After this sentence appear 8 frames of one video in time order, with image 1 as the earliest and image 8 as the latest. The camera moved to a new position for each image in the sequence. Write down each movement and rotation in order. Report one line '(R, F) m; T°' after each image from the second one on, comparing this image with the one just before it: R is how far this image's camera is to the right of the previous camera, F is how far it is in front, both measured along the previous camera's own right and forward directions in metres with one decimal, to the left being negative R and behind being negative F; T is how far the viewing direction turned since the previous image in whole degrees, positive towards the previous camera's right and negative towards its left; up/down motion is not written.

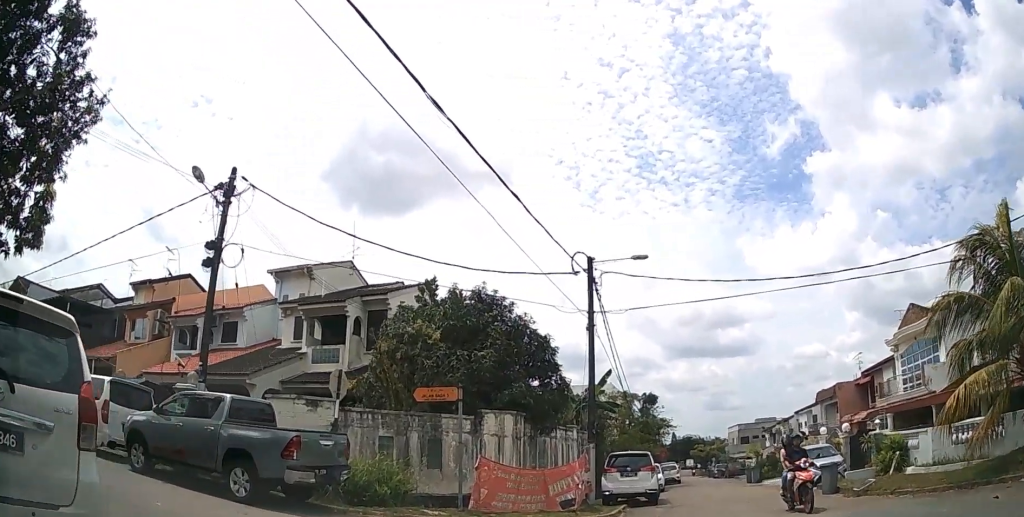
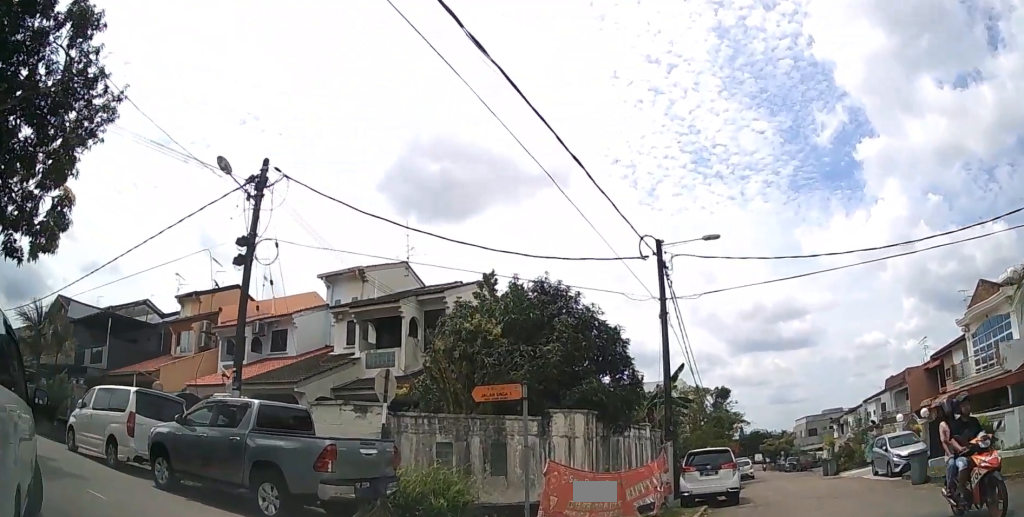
(0.0, +1.3) m; -12°
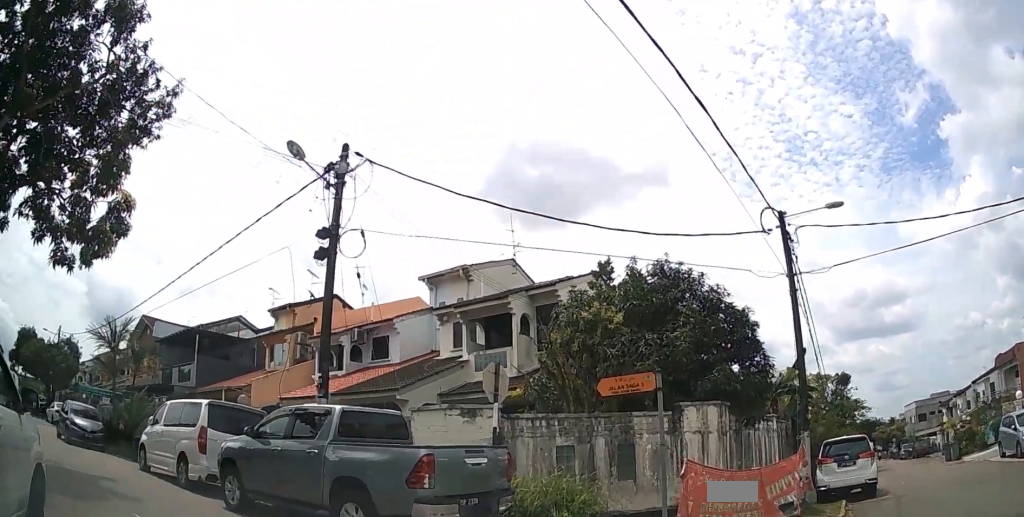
(-0.3, +1.3) m; -19°
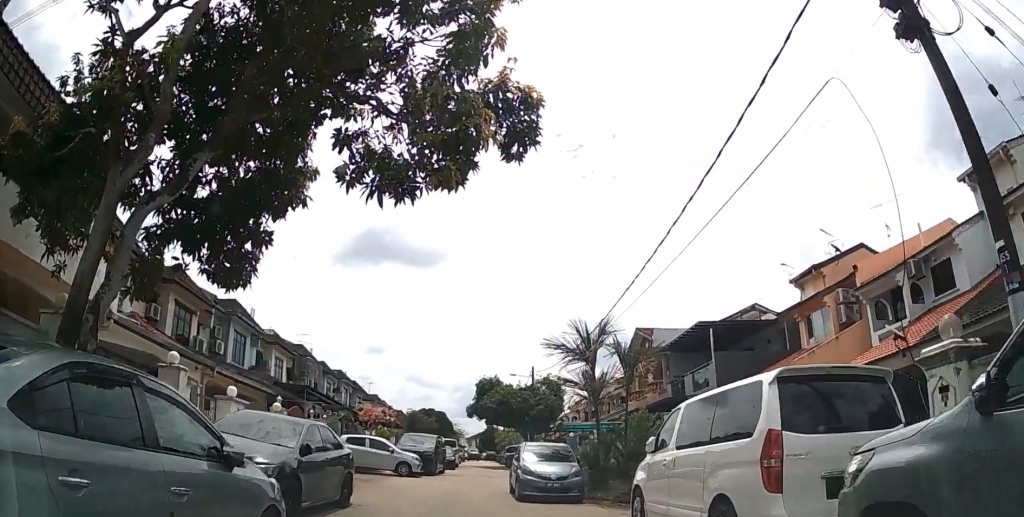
(-2.6, +5.7) m; -35°
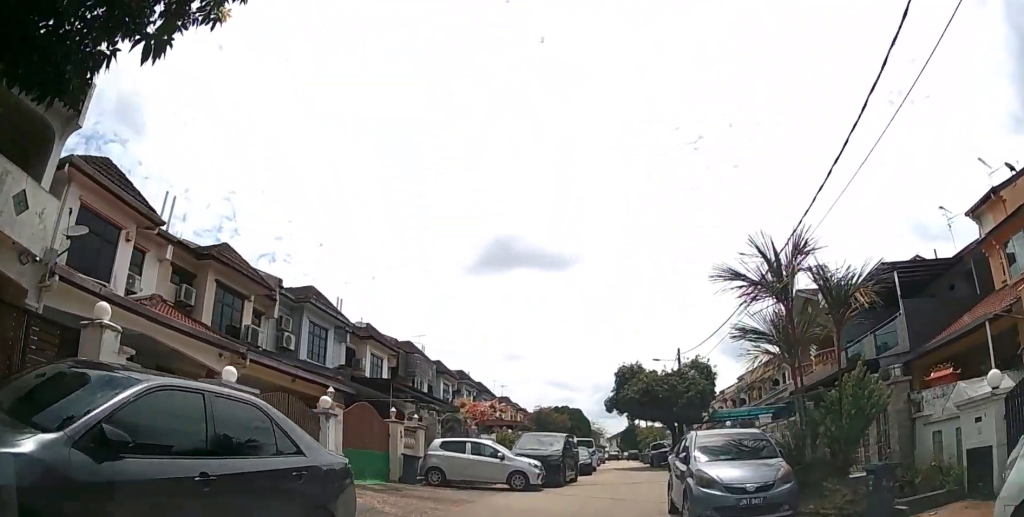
(-0.6, +5.7) m; -12°
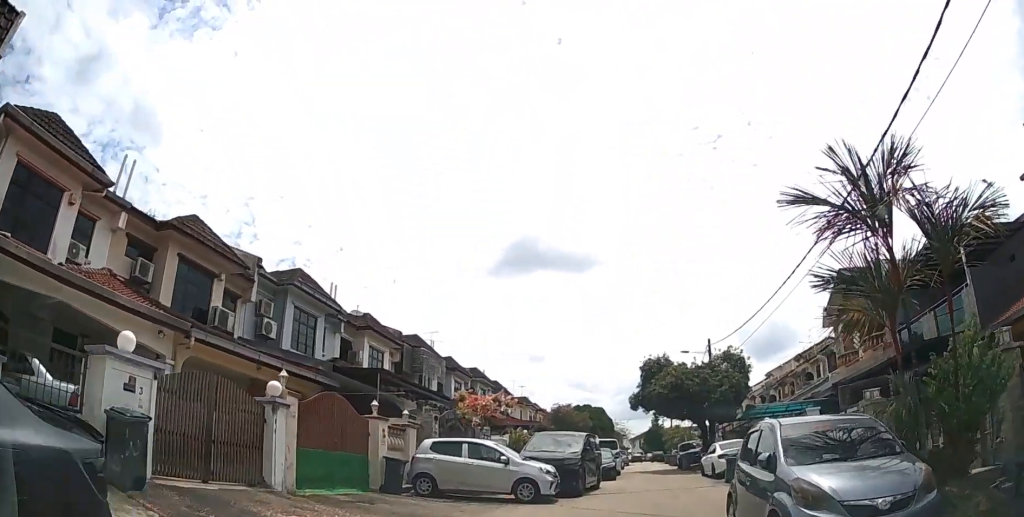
(-0.2, +3.1) m; -3°
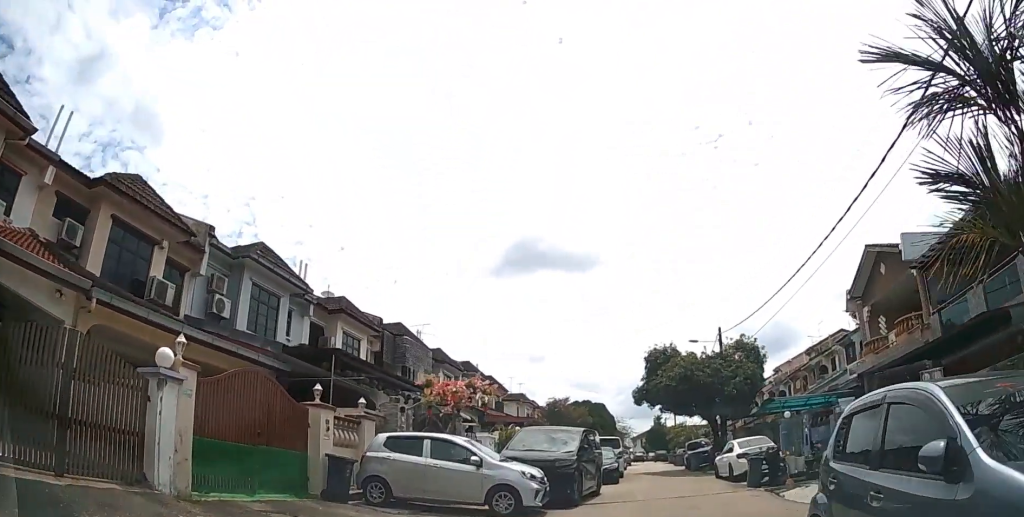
(0.0, +3.1) m; +1°
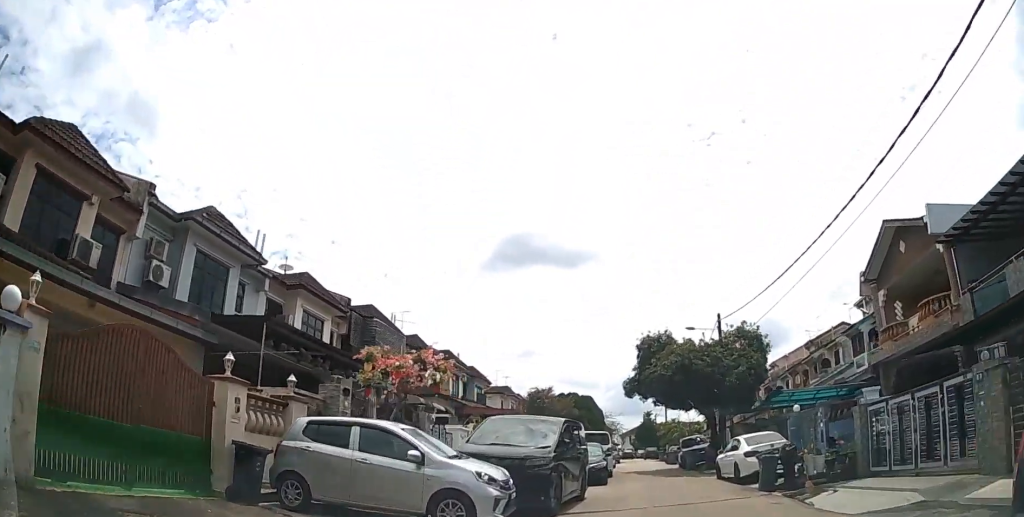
(0.0, +2.8) m; +1°
